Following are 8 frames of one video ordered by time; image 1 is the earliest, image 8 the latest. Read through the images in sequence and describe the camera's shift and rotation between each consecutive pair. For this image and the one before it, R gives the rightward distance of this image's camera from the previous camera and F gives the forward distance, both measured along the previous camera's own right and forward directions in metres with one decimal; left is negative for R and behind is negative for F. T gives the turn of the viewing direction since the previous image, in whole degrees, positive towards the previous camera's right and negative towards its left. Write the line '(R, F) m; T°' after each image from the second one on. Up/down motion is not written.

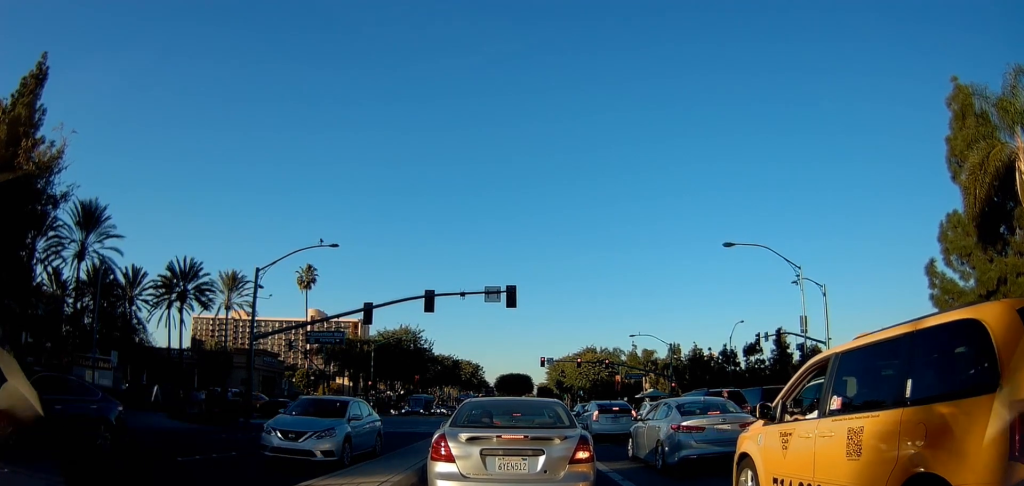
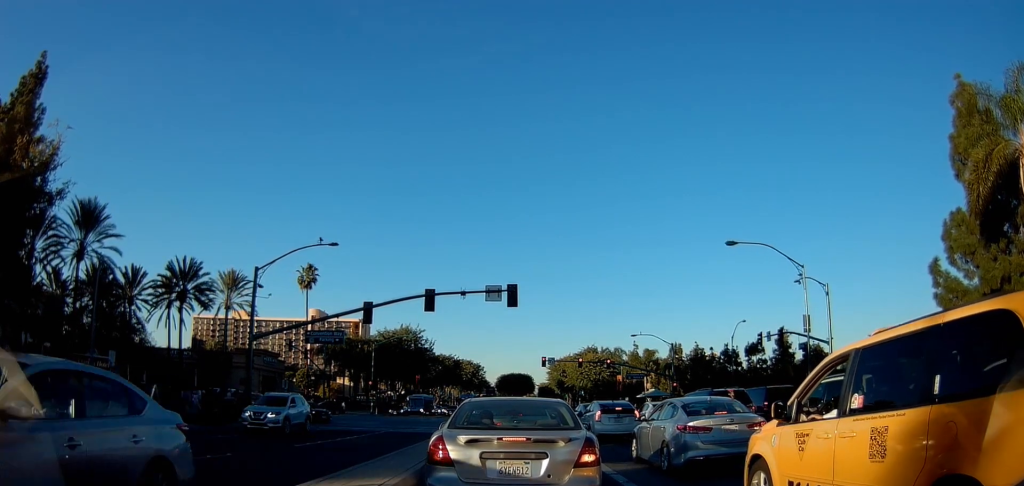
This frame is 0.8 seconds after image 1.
(0.0, 0.0) m; 0°
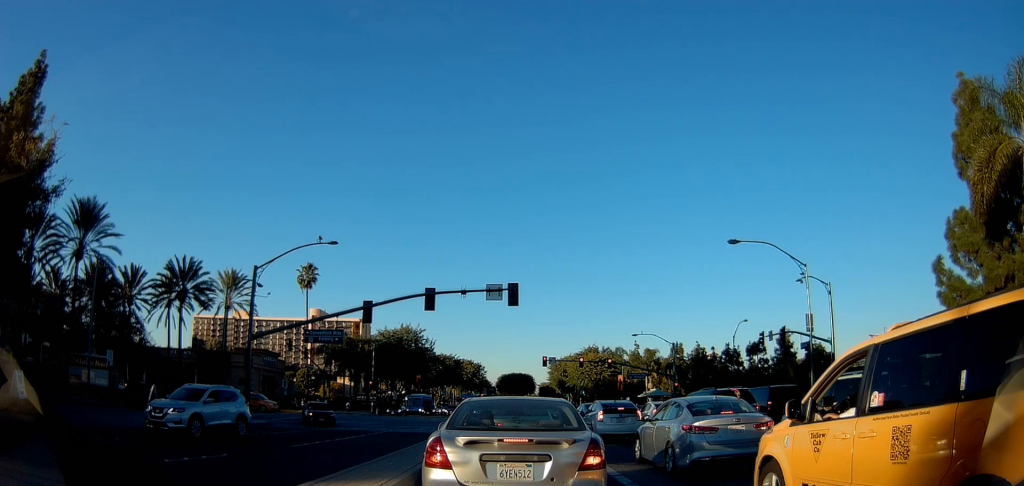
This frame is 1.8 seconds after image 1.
(0.0, 0.0) m; 0°
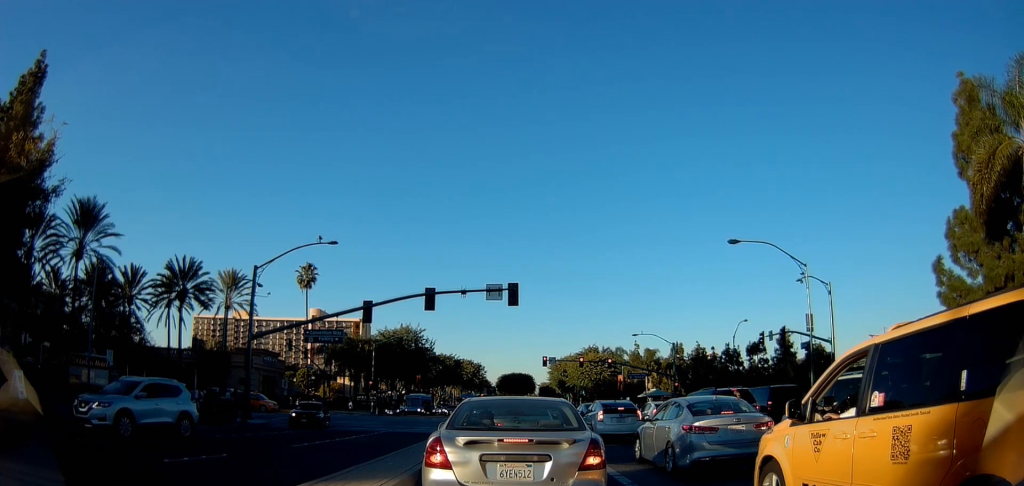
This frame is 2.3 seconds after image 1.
(0.0, 0.0) m; 0°
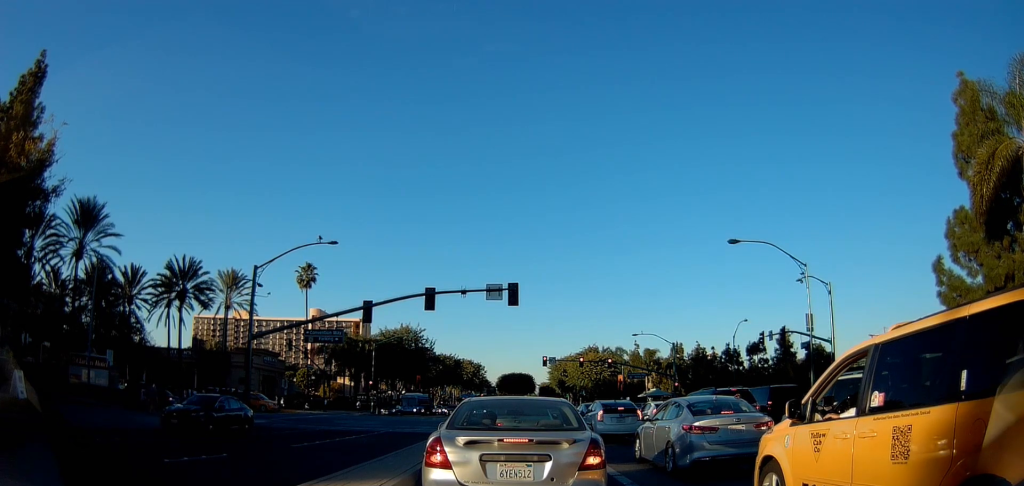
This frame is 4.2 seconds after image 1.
(0.0, 0.0) m; 0°
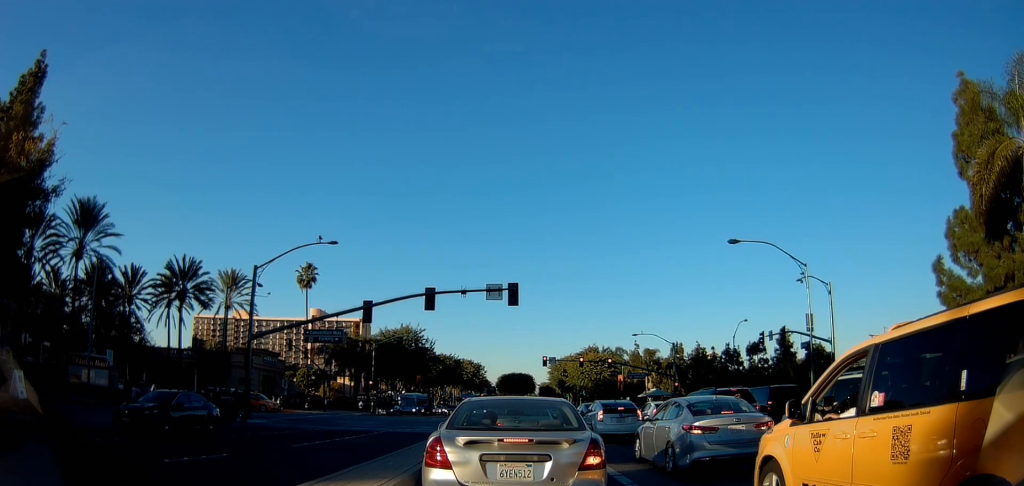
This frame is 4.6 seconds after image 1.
(0.0, 0.0) m; 0°
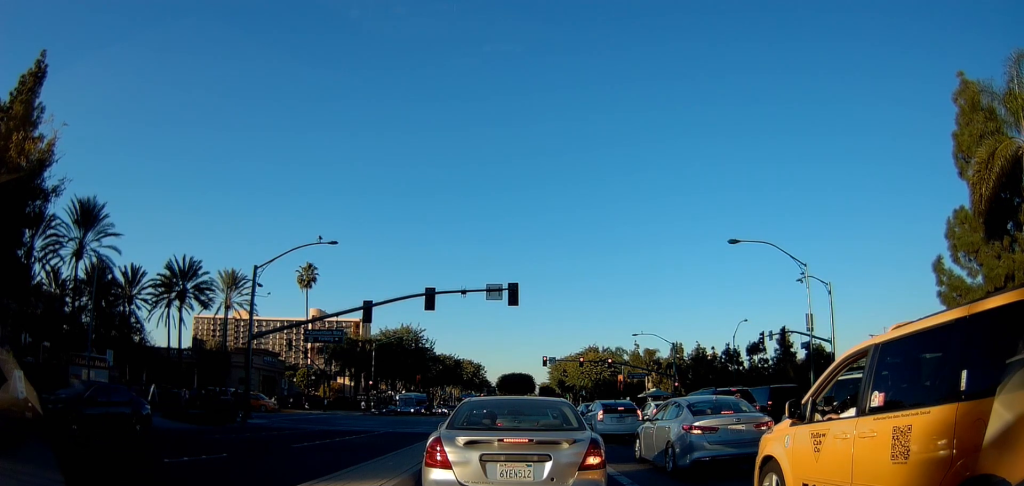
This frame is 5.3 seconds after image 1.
(0.0, 0.0) m; 0°
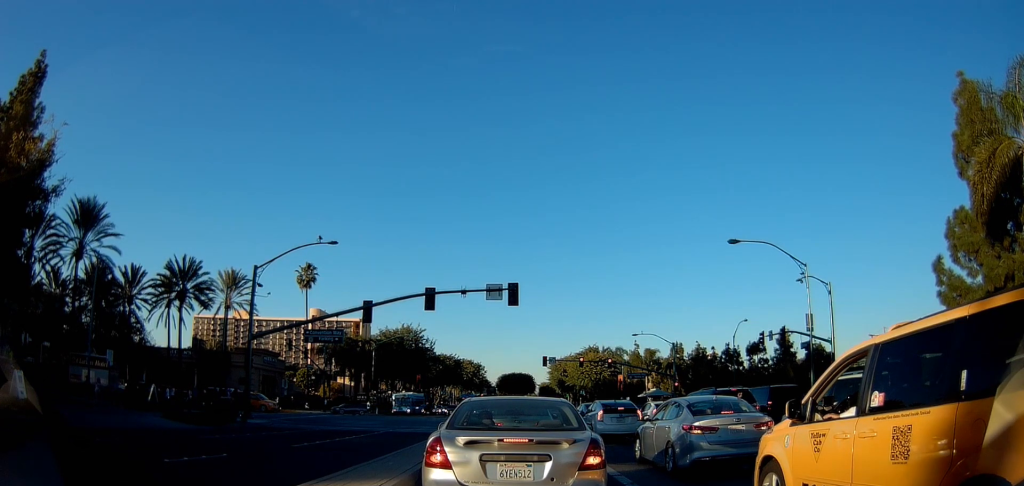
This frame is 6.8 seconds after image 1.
(0.0, 0.0) m; 0°
